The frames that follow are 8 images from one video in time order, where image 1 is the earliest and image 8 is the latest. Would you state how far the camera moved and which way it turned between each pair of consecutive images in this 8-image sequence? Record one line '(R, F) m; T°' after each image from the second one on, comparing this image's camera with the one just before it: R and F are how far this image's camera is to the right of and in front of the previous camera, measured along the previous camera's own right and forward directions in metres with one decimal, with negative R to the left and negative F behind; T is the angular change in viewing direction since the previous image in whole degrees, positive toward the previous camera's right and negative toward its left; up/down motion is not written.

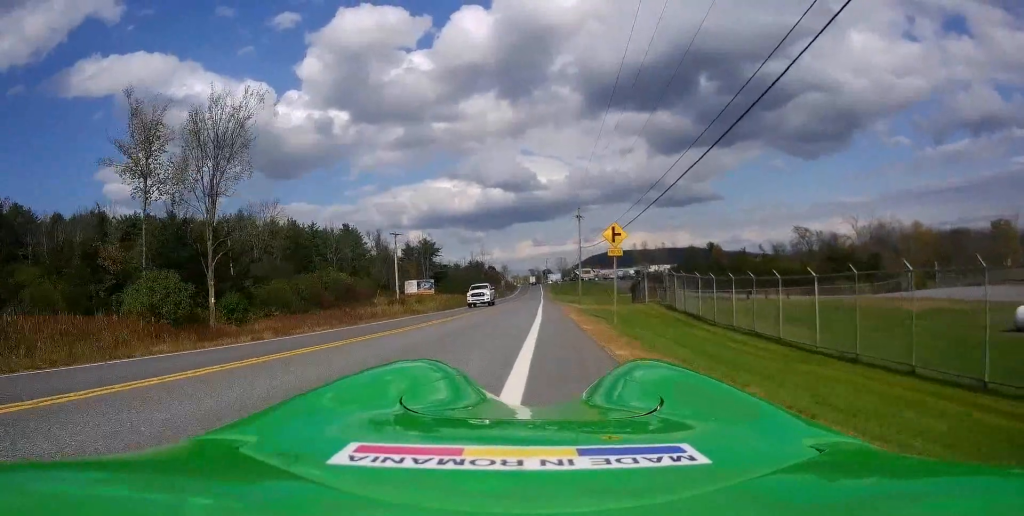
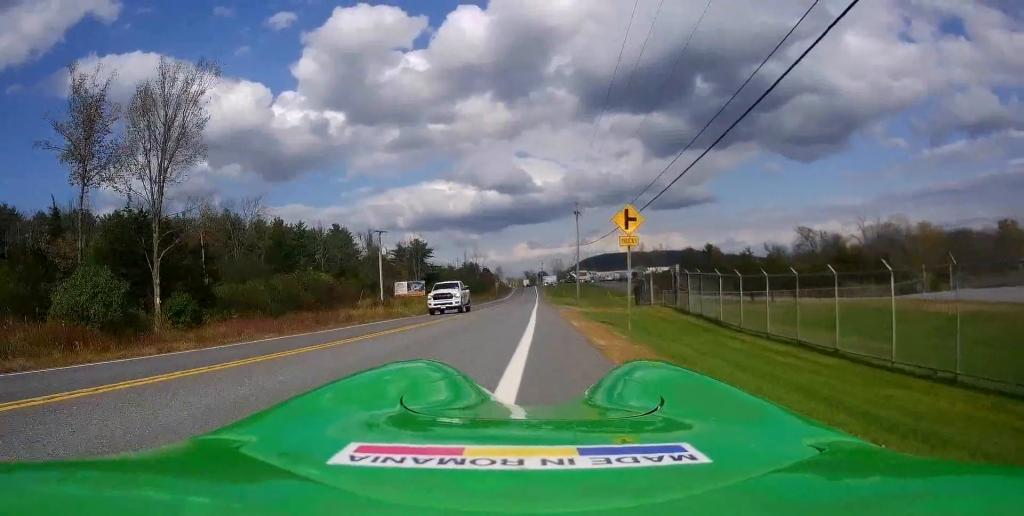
(-0.1, +4.9) m; +1°
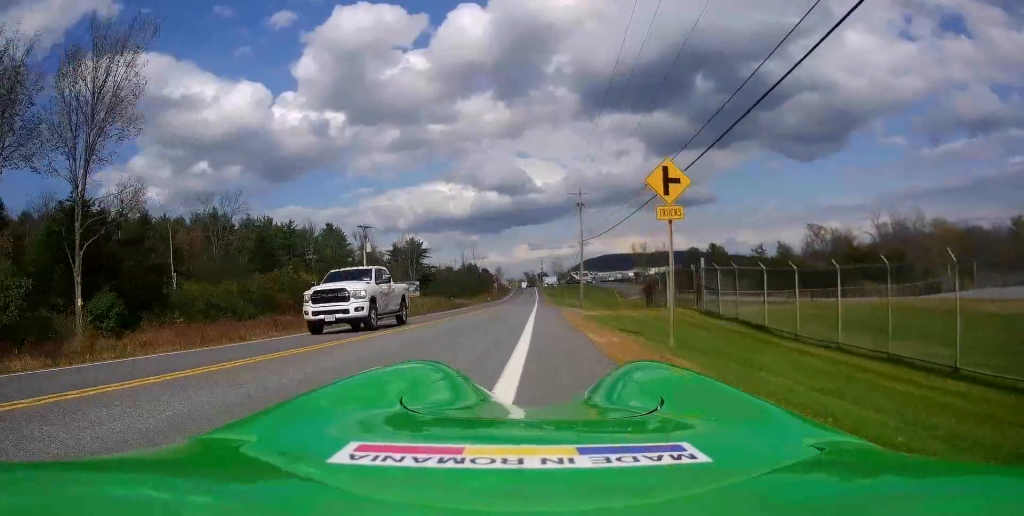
(+0.2, +5.7) m; 0°
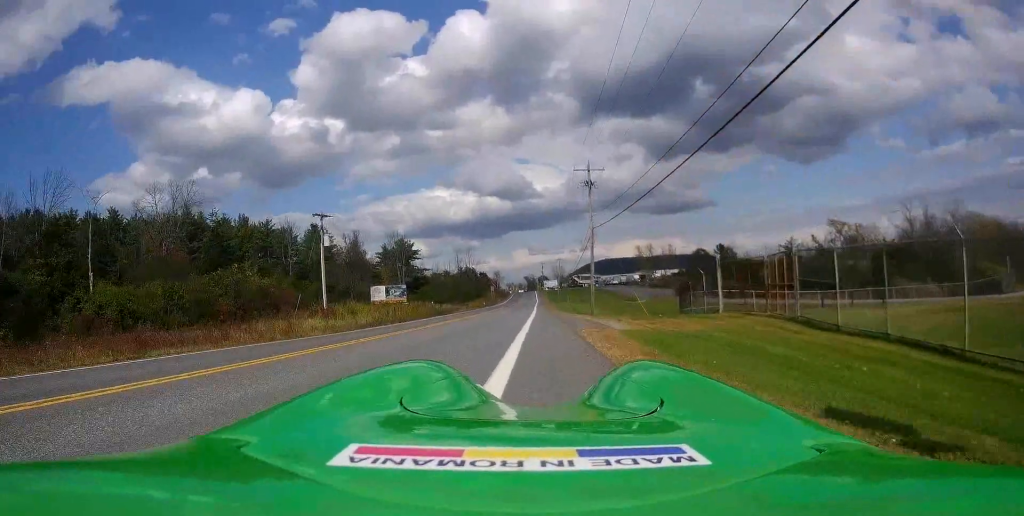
(-0.2, +12.1) m; 0°
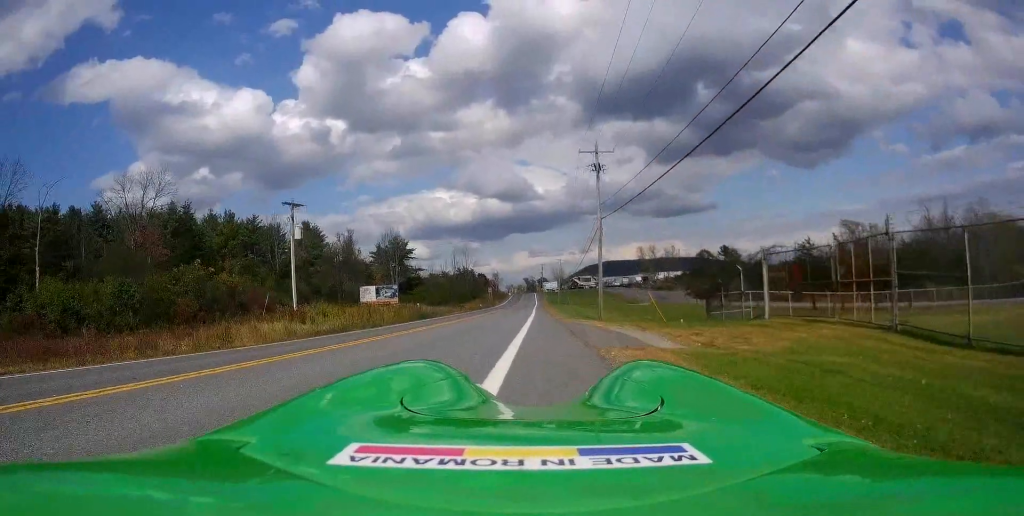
(+0.2, +6.1) m; +1°
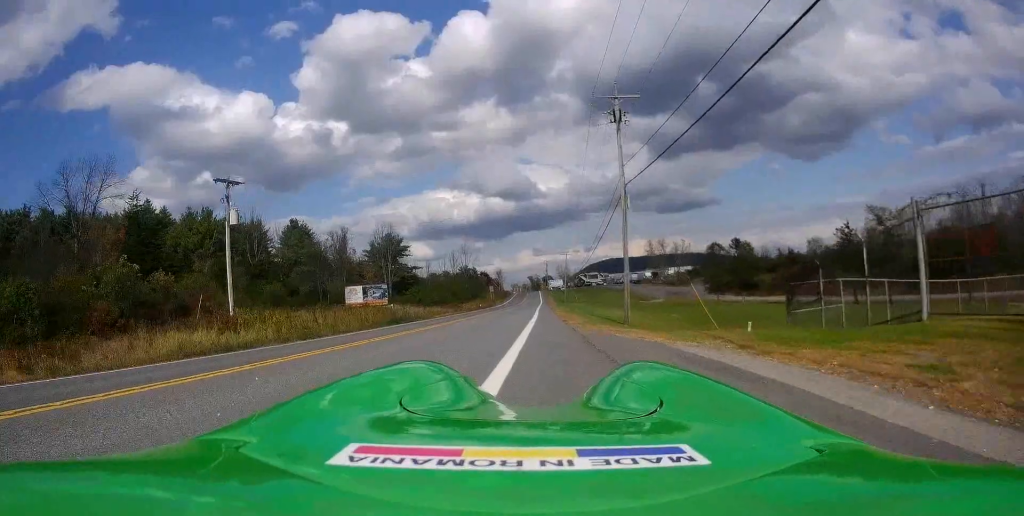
(+0.1, +10.2) m; -1°
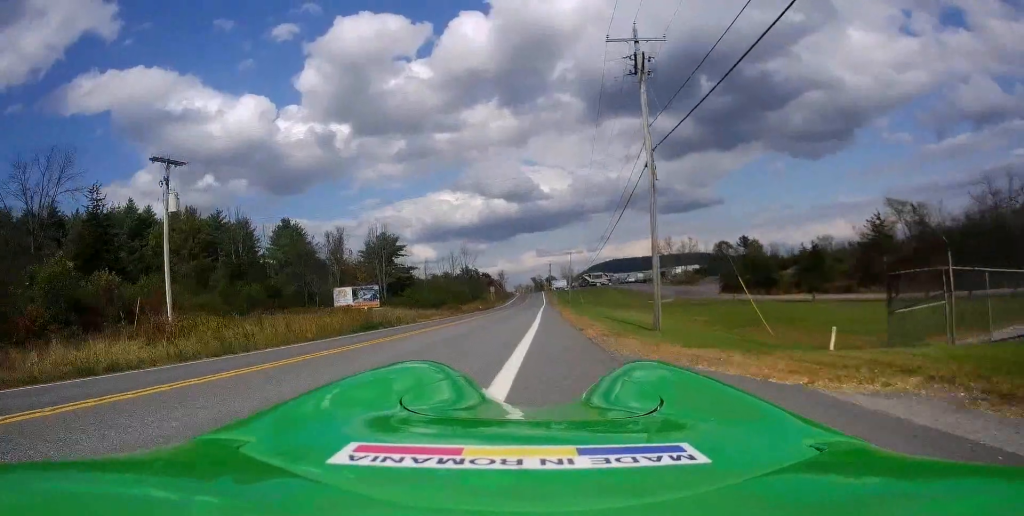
(-0.1, +6.6) m; -1°
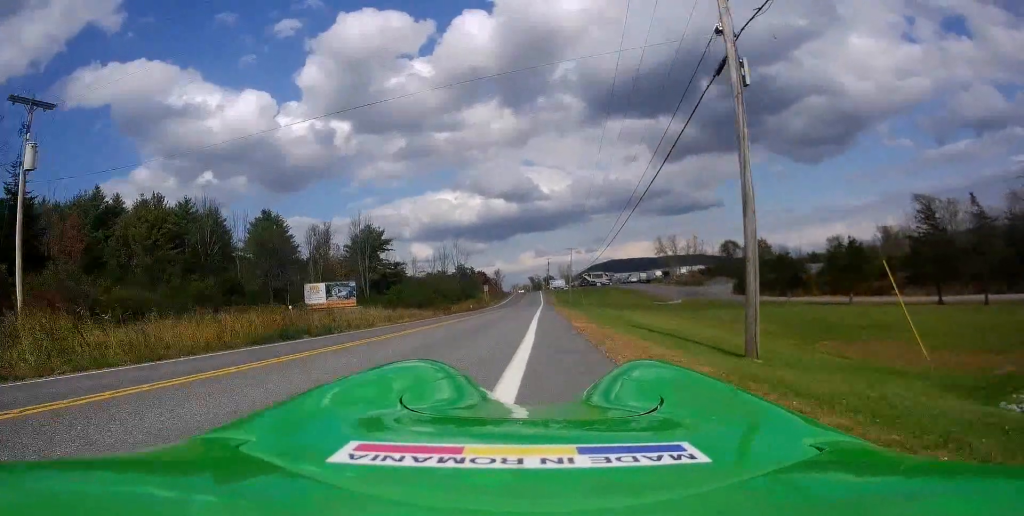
(-0.1, +10.0) m; 0°
